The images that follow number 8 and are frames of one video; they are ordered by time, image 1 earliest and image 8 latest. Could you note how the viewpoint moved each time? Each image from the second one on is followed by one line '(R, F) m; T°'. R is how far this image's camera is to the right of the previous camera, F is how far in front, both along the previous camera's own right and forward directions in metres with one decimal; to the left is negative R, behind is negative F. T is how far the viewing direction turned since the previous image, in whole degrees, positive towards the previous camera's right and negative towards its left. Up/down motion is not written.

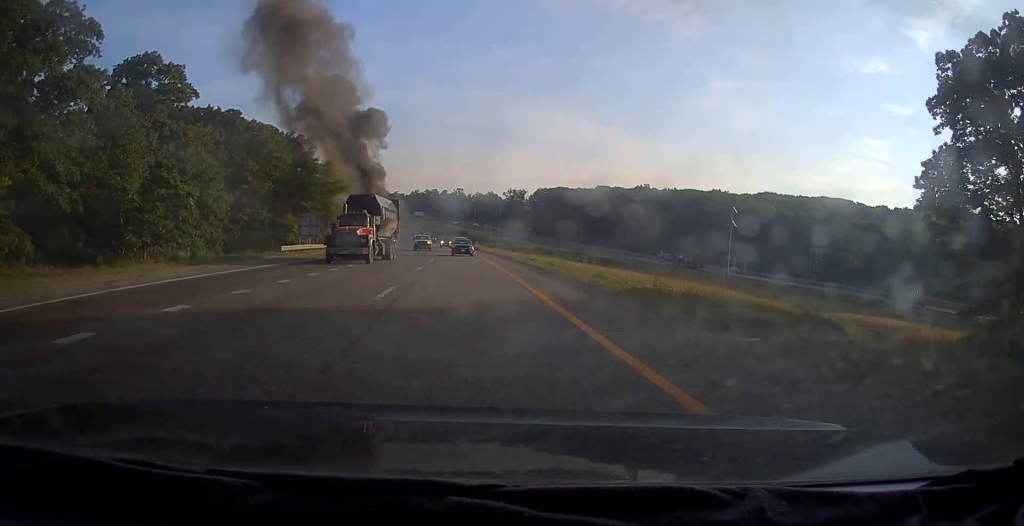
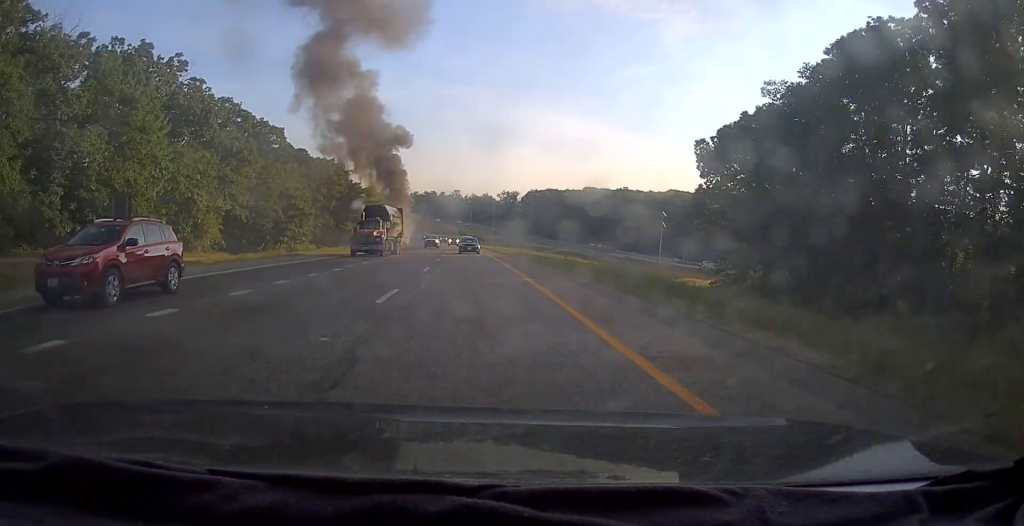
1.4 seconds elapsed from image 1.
(+0.2, +35.2) m; 0°
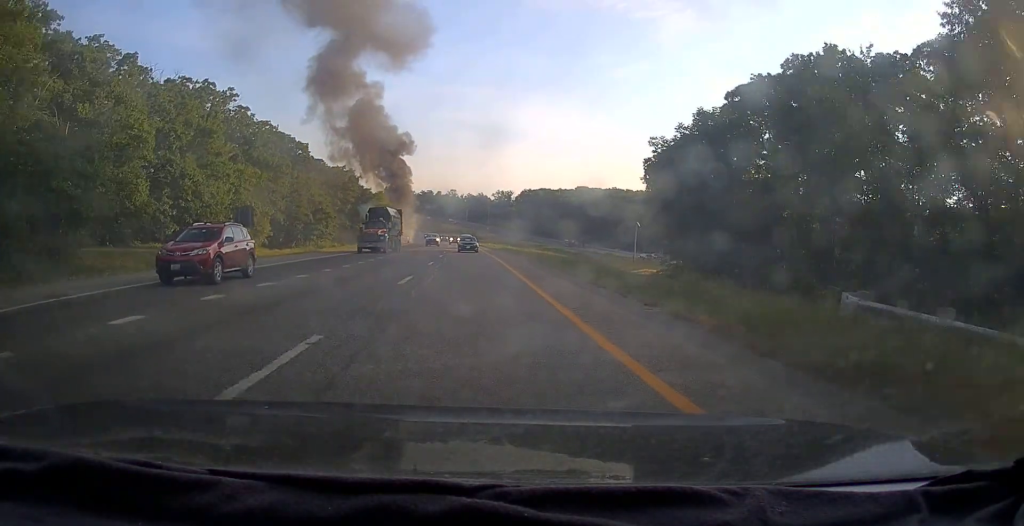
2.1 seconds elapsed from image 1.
(0.0, +17.0) m; 0°
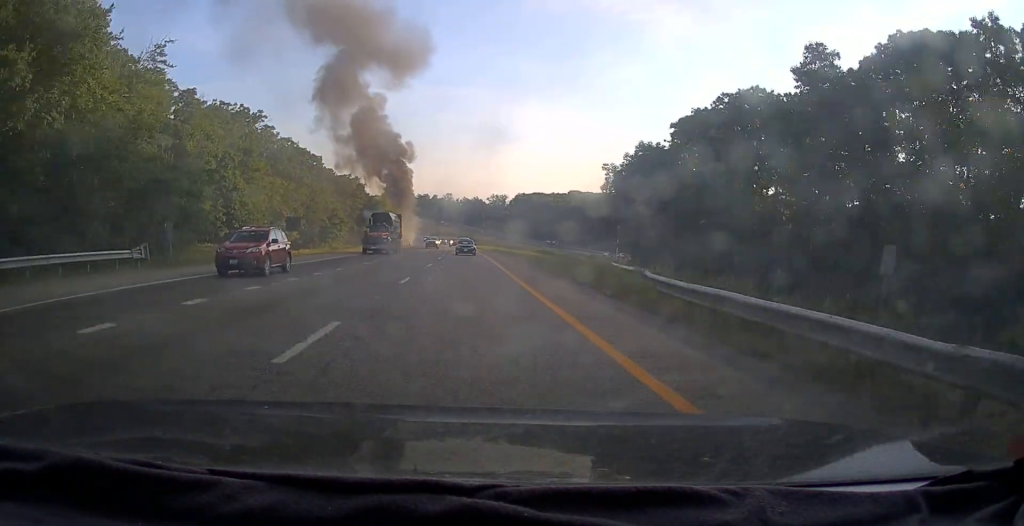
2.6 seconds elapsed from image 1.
(0.0, +13.6) m; 0°
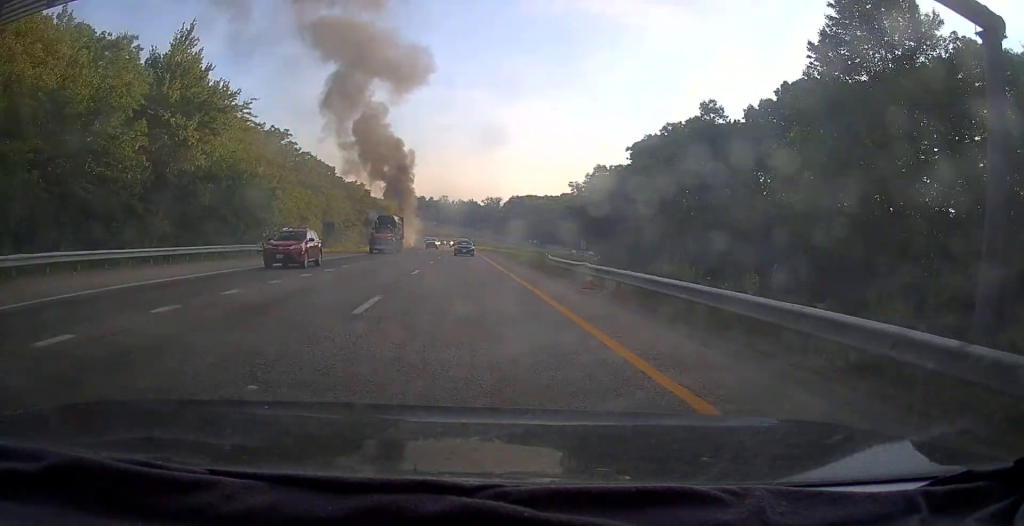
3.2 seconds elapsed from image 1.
(+0.2, +16.3) m; +1°
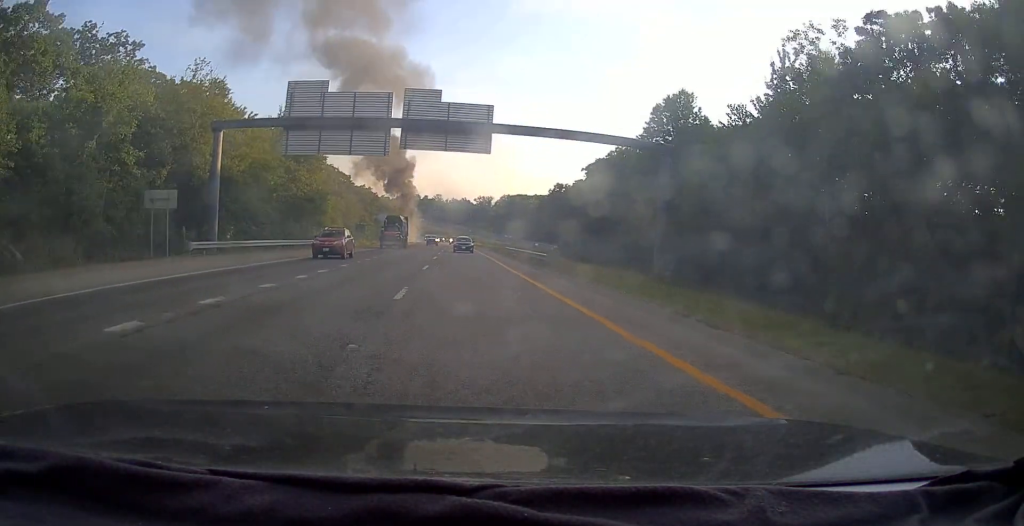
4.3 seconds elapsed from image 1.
(+0.4, +26.6) m; +1°
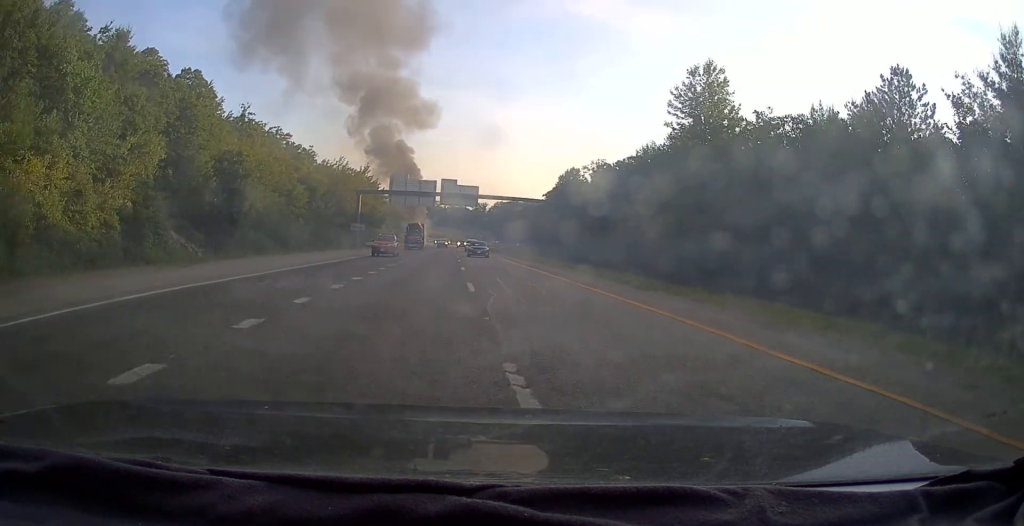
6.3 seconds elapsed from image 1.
(+0.1, +51.7) m; 0°
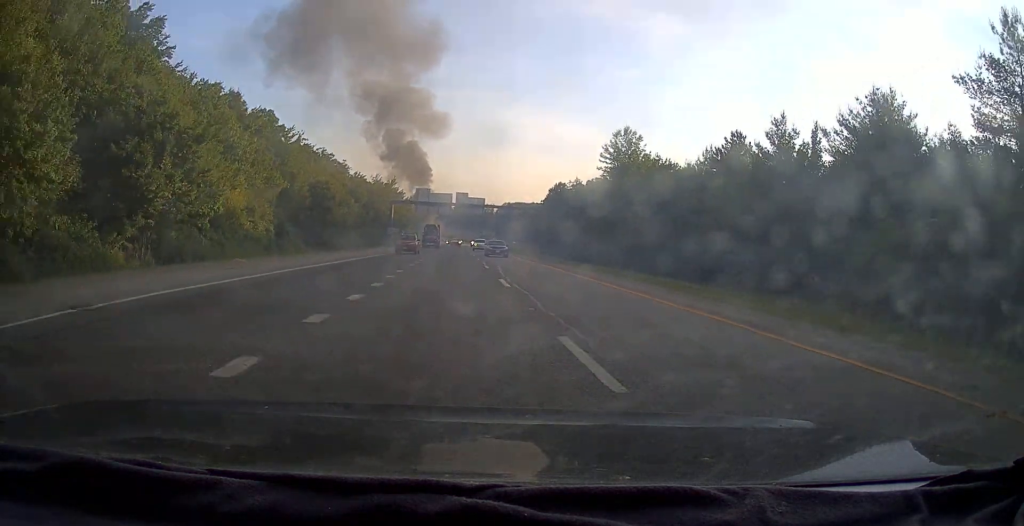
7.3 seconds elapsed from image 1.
(0.0, +25.9) m; 0°
